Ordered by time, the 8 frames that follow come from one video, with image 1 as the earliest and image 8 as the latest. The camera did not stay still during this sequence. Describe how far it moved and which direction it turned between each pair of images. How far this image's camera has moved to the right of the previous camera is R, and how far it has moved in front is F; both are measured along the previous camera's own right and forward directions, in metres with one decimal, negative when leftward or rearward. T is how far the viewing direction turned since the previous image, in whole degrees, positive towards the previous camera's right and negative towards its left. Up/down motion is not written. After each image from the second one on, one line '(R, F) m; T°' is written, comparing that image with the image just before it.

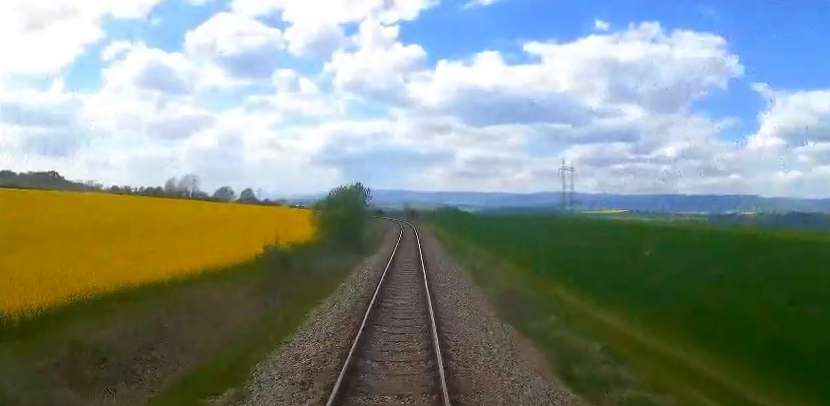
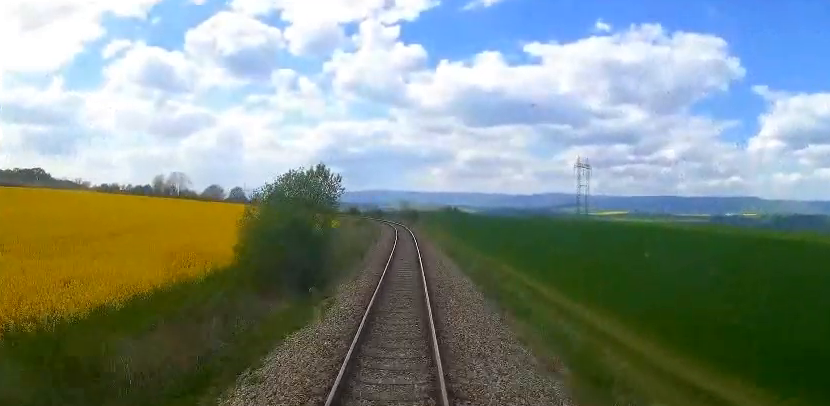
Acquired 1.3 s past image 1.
(+0.1, +17.3) m; +2°
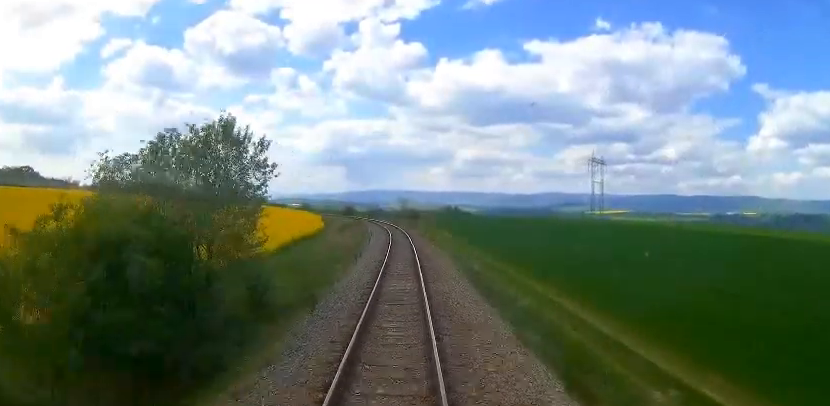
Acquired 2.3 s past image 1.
(+0.4, +13.4) m; -2°
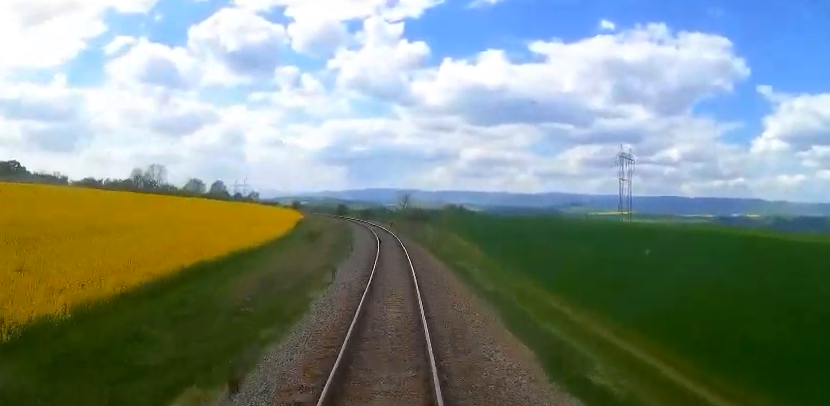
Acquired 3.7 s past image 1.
(-0.7, +18.8) m; +1°
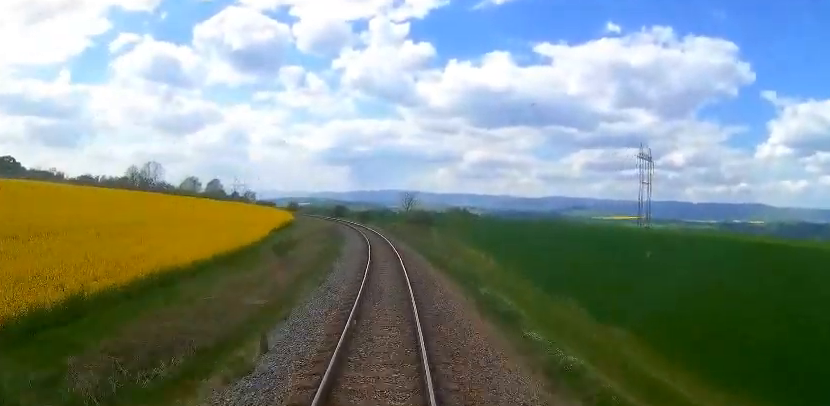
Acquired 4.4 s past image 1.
(+0.6, +9.8) m; +2°
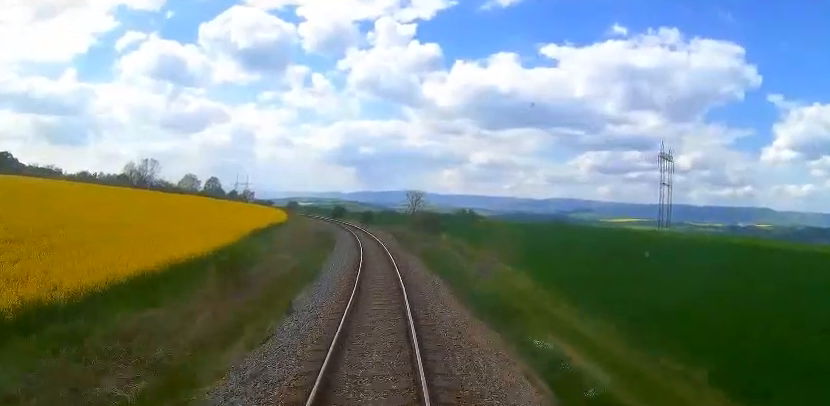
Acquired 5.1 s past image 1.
(-0.2, +8.3) m; -3°
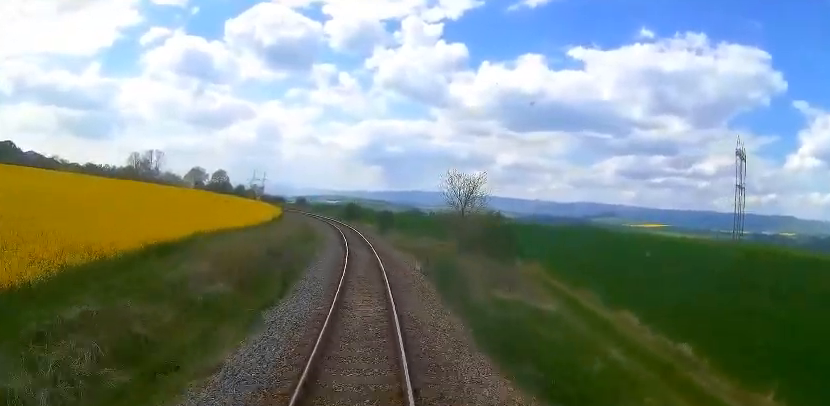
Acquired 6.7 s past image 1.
(-1.4, +20.9) m; -7°
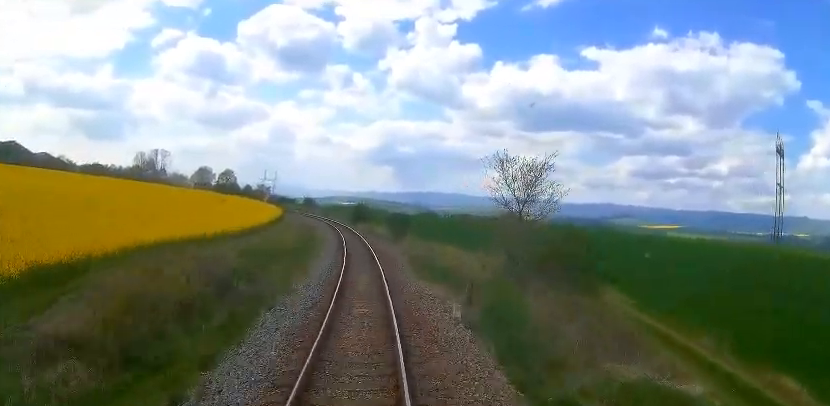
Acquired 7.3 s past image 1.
(-0.2, +8.7) m; -2°
